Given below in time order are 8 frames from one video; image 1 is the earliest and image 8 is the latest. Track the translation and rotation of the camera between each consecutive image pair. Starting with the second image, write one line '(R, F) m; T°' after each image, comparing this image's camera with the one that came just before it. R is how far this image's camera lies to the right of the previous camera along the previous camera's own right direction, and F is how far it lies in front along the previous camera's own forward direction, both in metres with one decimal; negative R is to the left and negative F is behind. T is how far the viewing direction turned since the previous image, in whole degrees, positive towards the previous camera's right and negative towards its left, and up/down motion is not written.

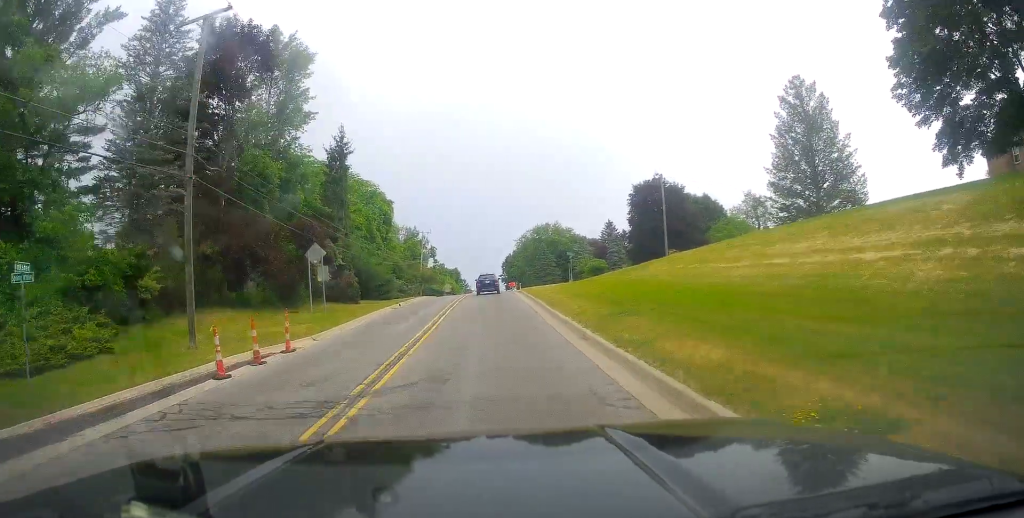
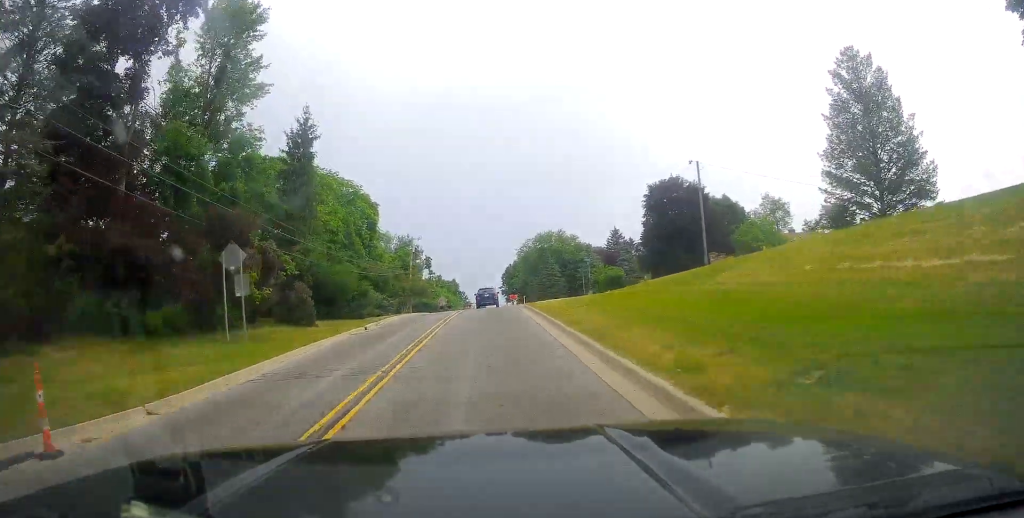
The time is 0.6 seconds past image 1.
(0.0, +11.1) m; 0°
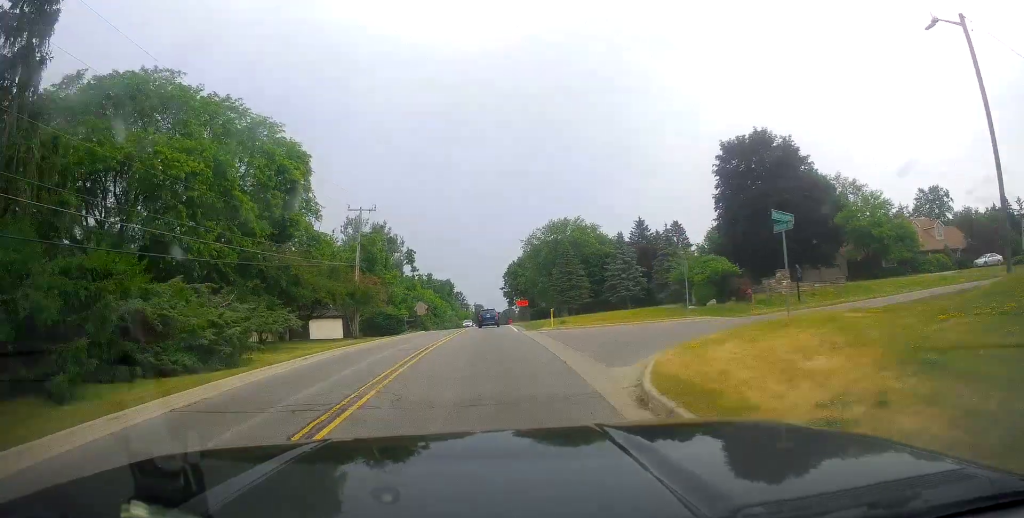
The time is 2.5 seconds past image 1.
(0.0, +31.0) m; -2°
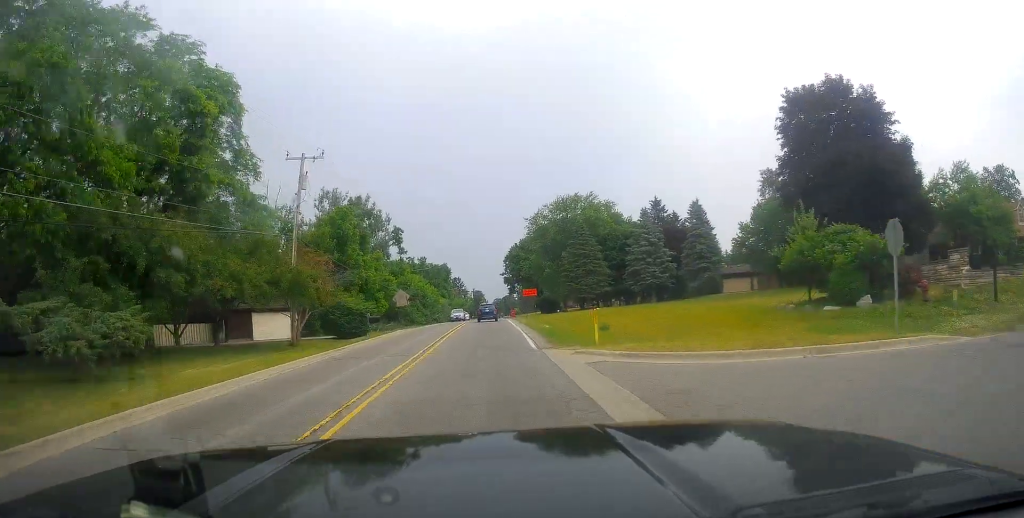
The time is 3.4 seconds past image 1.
(-0.5, +15.3) m; -1°
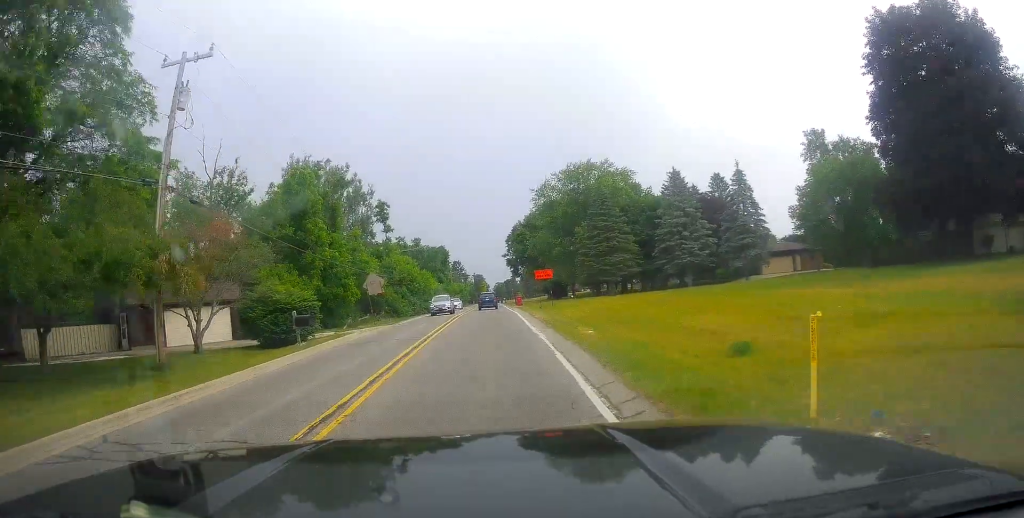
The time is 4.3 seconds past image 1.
(+0.2, +13.8) m; +2°
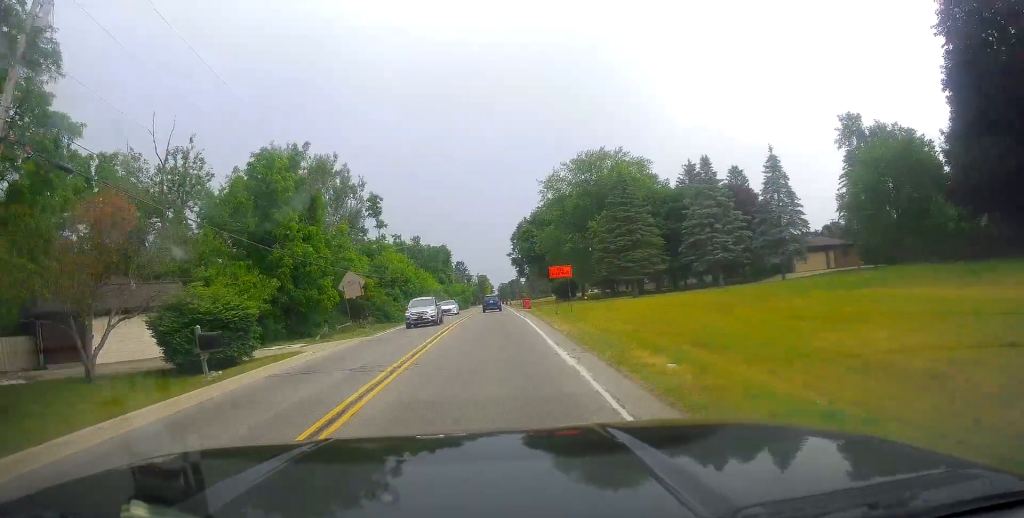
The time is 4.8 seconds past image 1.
(+0.2, +7.8) m; +1°
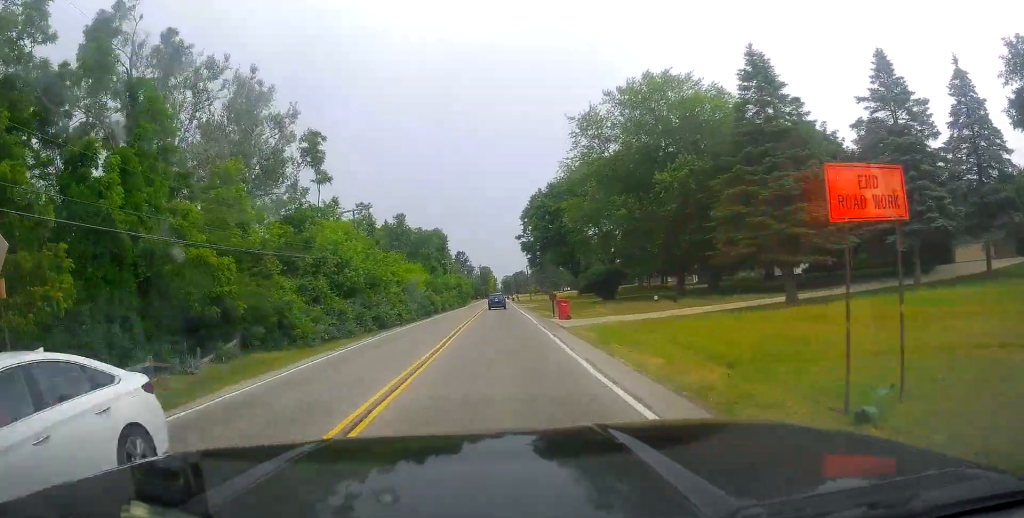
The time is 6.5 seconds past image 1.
(-0.6, +27.5) m; -1°
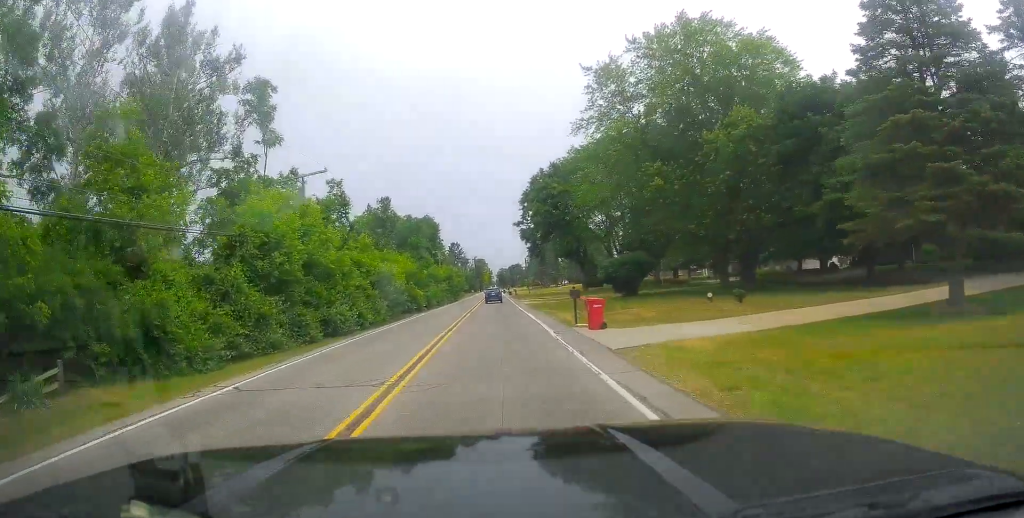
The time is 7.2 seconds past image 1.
(+0.1, +10.8) m; -1°
